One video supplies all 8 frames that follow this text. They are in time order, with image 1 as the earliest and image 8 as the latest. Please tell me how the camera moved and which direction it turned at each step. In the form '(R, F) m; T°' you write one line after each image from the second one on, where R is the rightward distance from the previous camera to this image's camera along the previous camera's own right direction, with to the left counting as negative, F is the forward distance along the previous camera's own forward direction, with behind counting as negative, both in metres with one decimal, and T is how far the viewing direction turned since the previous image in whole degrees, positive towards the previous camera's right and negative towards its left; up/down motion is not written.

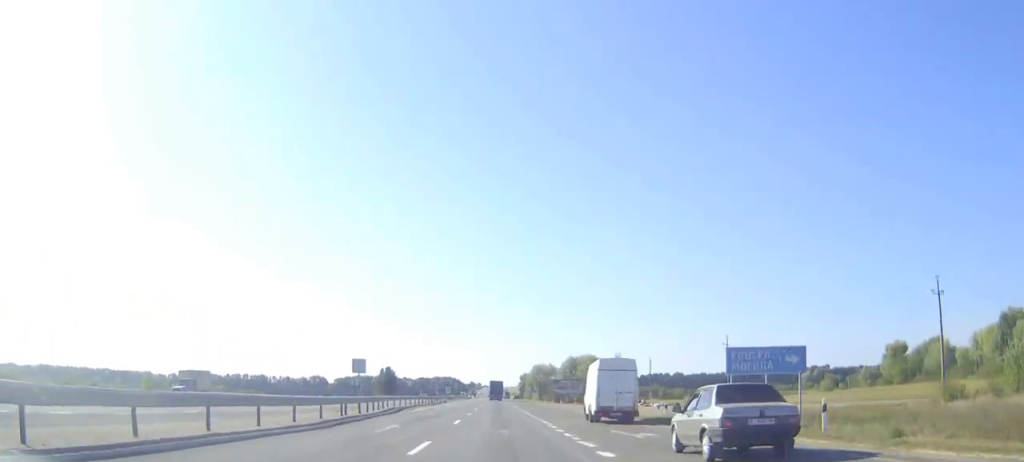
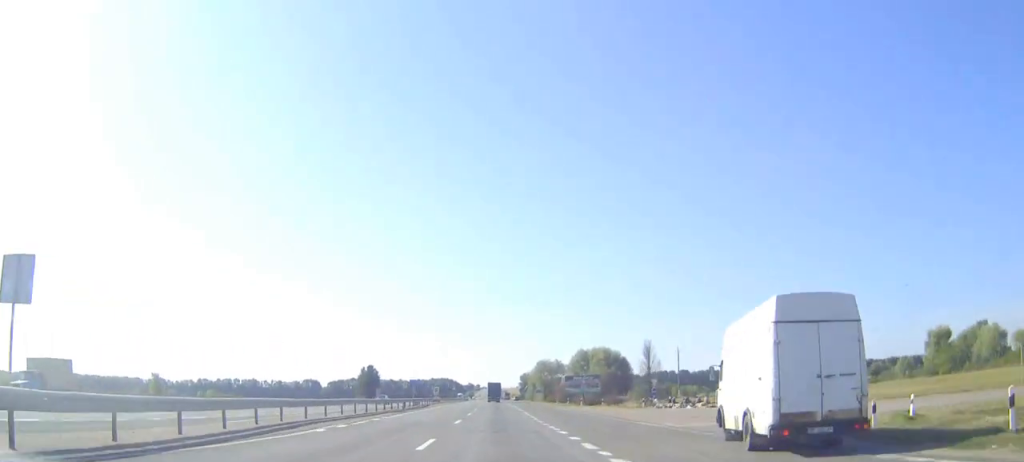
(0.0, +29.2) m; 0°
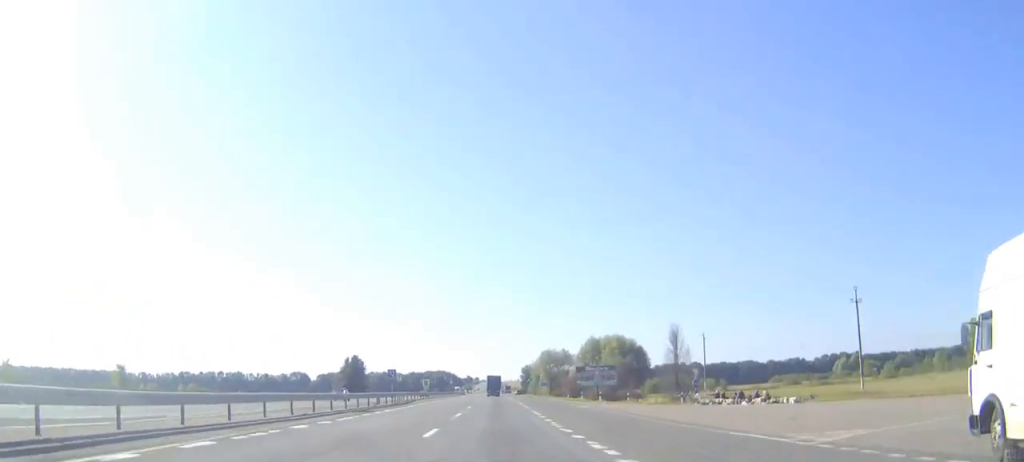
(0.0, +12.8) m; 0°
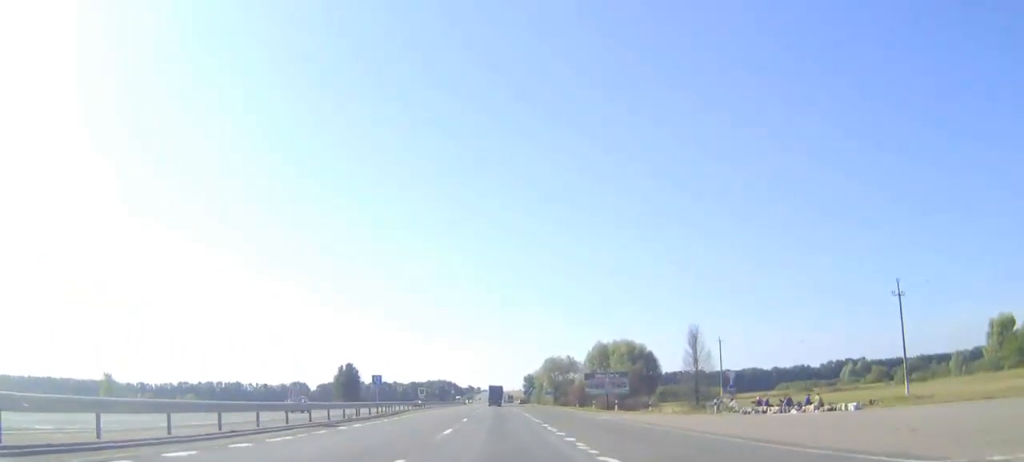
(0.0, +9.1) m; 0°
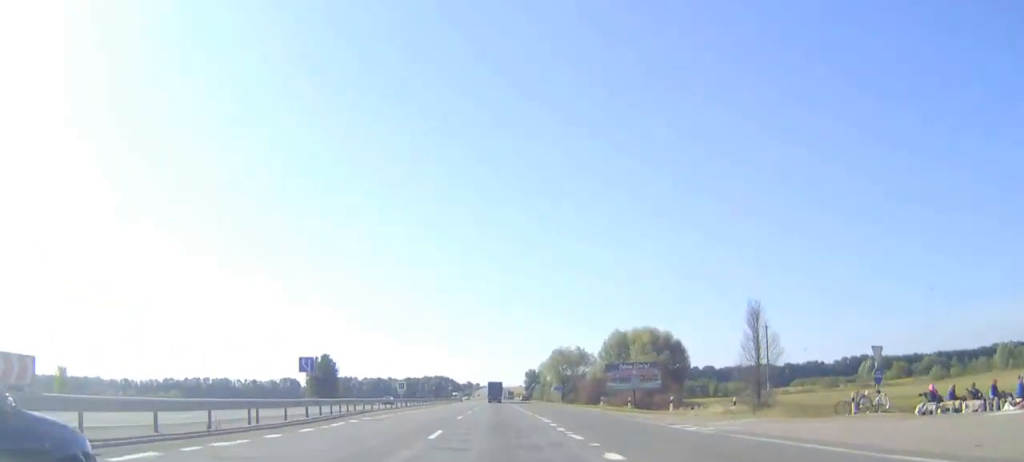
(0.0, +20.7) m; 0°
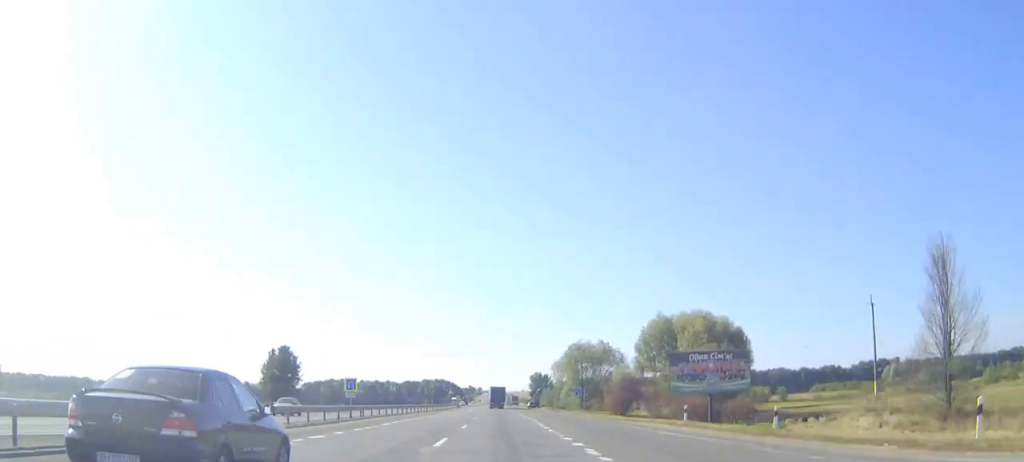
(-0.1, +31.2) m; 0°
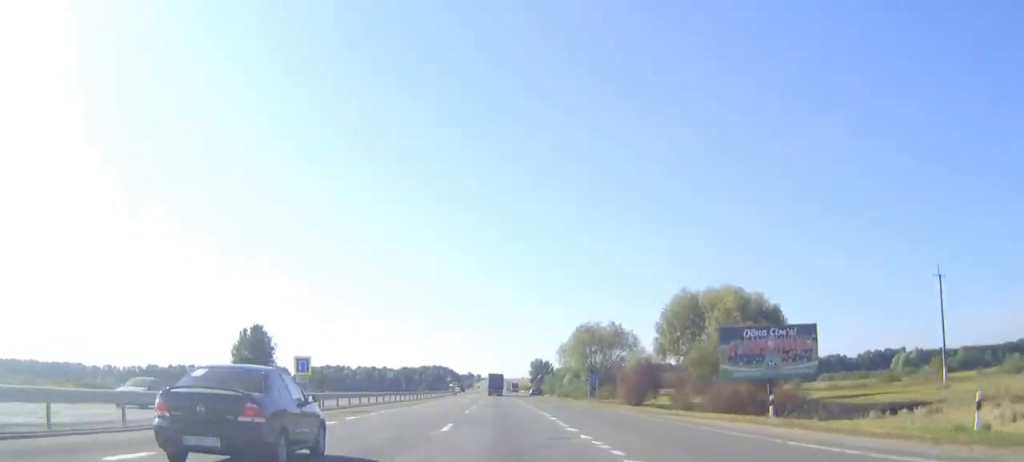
(0.0, +13.5) m; 0°
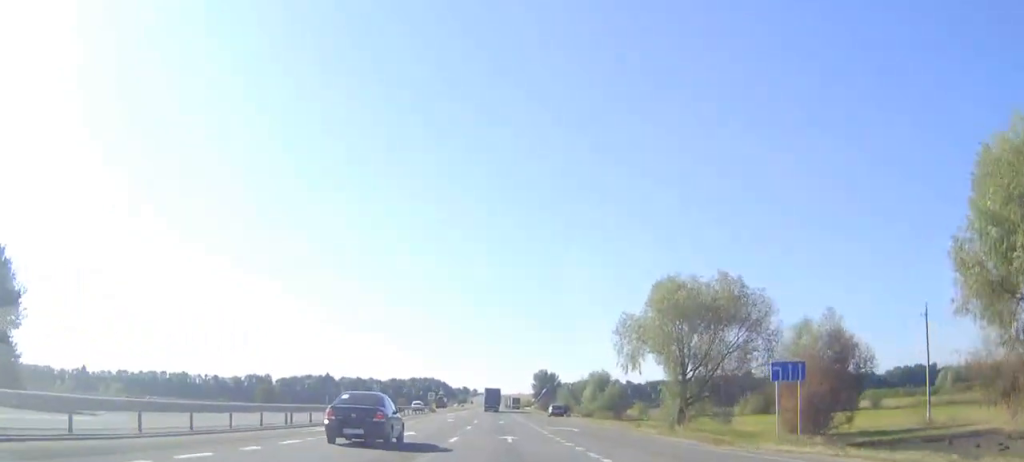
(+0.1, +60.3) m; 0°
